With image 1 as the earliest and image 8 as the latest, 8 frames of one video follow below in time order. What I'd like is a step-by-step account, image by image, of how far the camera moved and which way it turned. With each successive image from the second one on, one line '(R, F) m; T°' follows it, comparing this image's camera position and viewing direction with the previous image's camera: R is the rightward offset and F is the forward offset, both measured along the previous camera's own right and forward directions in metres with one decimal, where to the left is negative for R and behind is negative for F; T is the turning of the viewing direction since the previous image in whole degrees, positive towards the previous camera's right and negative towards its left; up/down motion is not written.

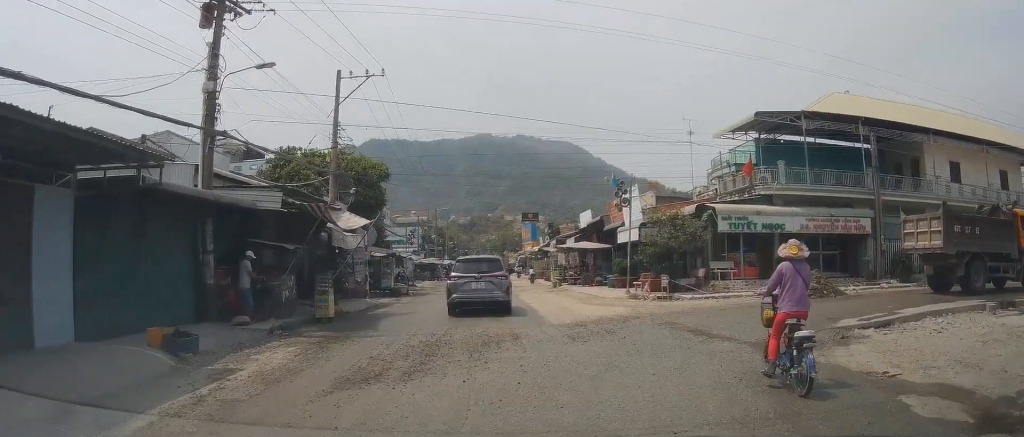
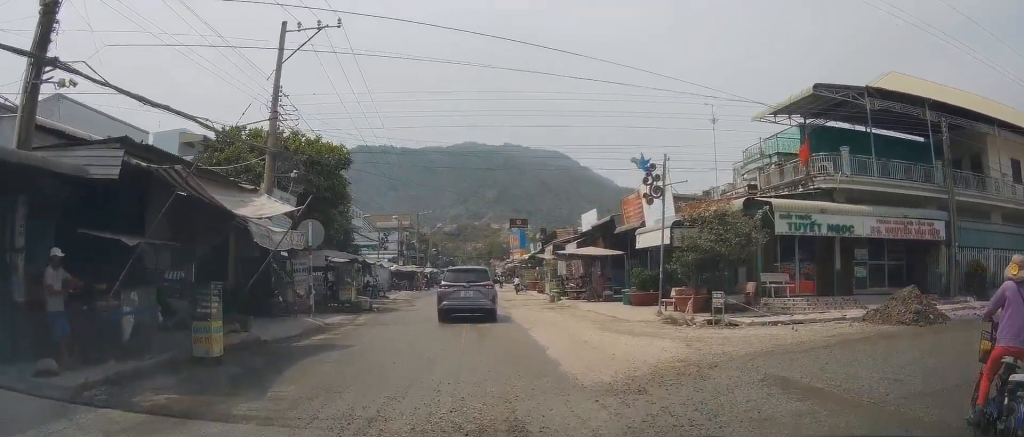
(-0.2, +7.4) m; +2°
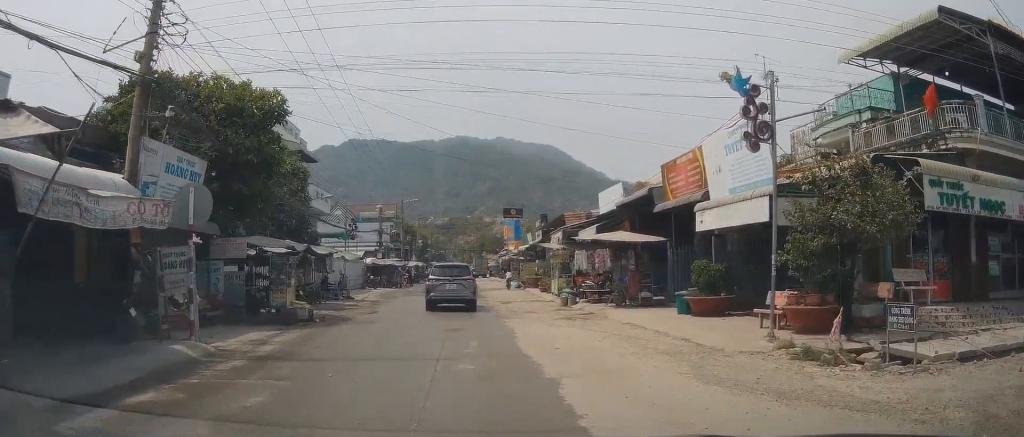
(+0.5, +7.7) m; +3°
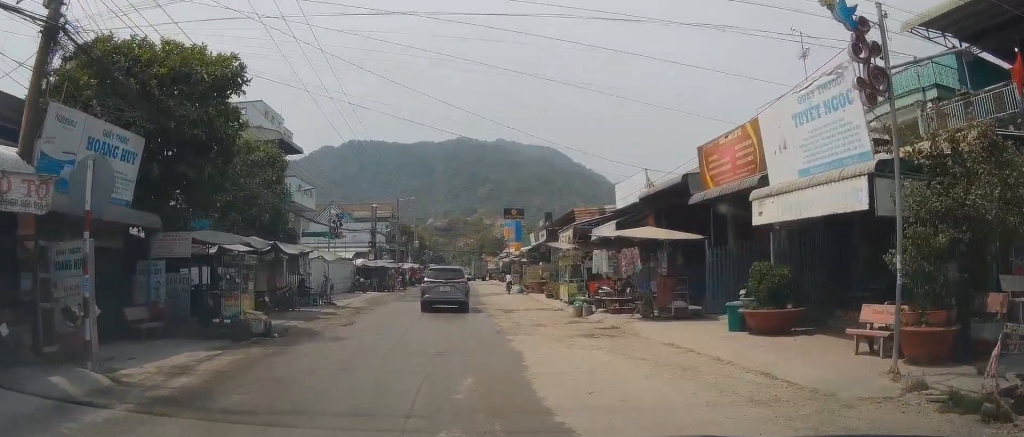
(0.0, +3.3) m; 0°
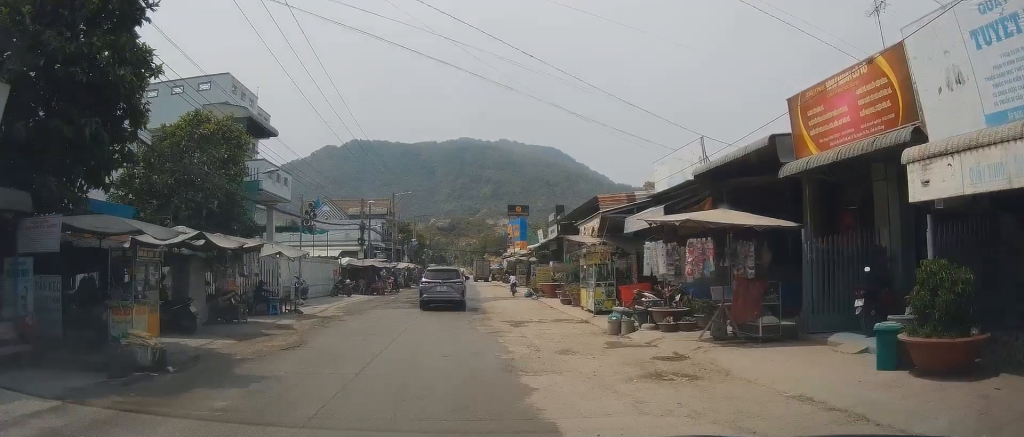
(0.0, +4.5) m; 0°
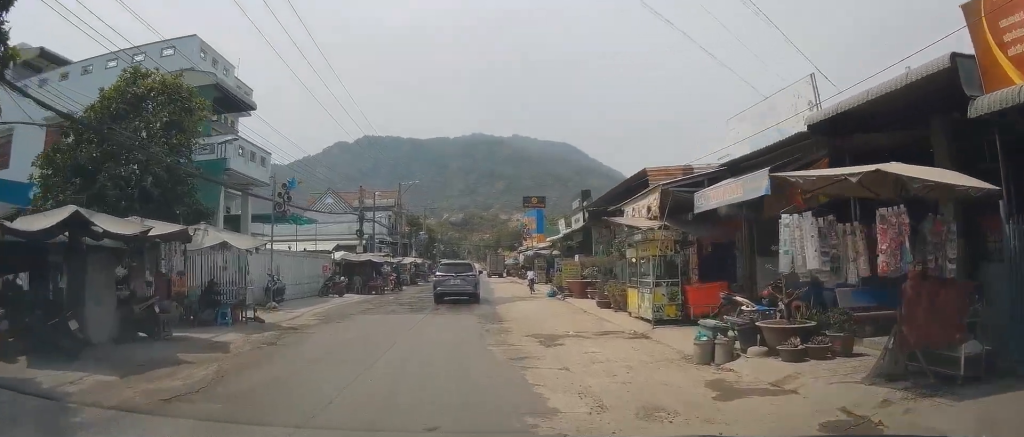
(0.0, +4.3) m; 0°
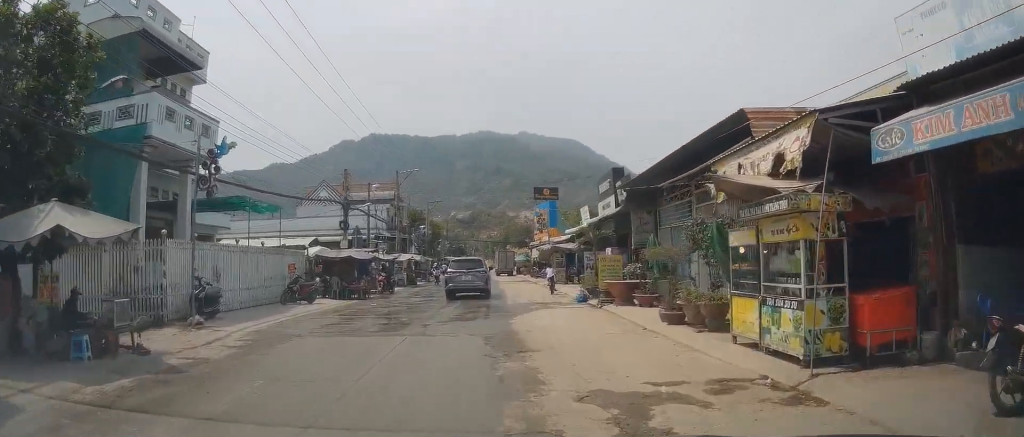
(-0.1, +5.6) m; 0°
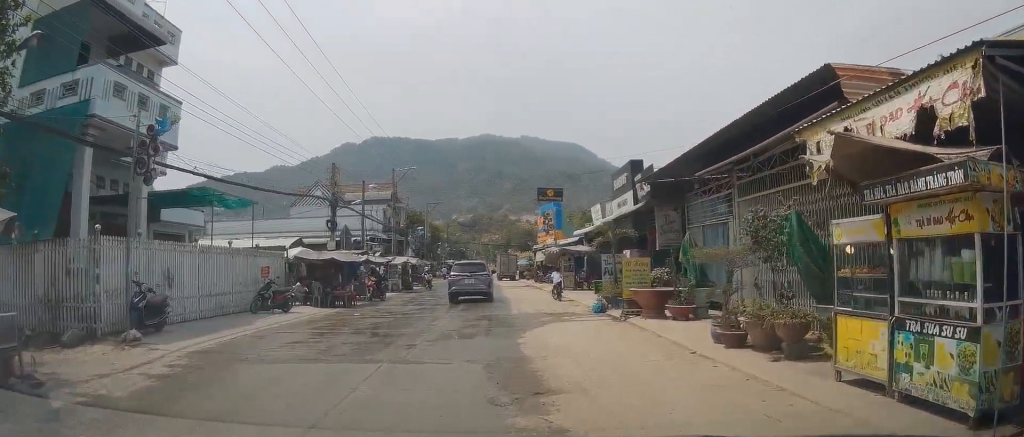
(-0.1, +2.7) m; +2°
